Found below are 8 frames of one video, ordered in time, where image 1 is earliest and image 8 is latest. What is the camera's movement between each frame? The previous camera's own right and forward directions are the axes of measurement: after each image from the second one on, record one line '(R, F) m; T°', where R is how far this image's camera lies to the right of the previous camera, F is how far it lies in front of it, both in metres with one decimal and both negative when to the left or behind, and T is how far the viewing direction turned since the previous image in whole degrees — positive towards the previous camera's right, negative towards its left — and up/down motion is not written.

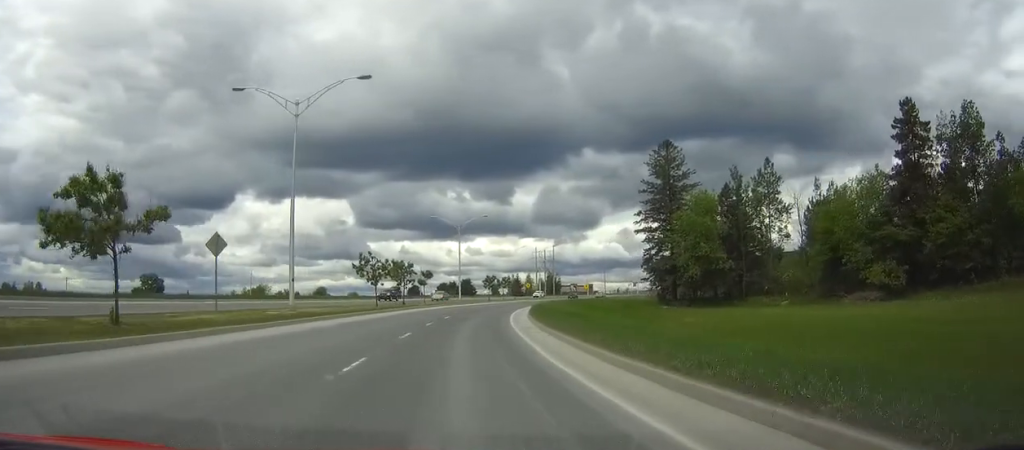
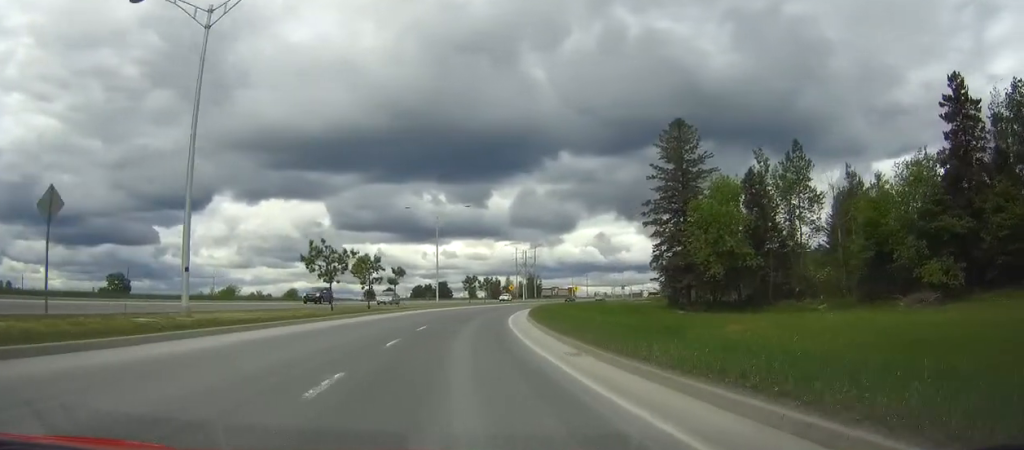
(+0.3, +11.7) m; +2°
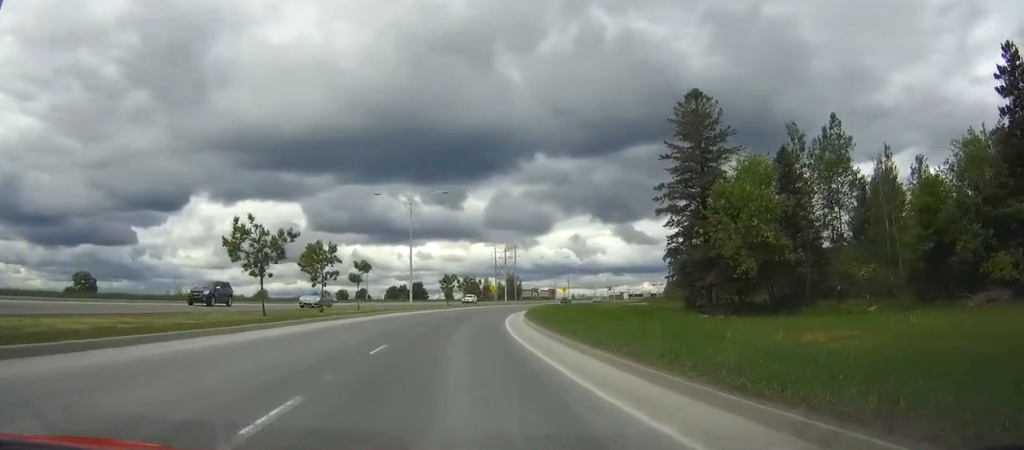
(+0.2, +11.1) m; +2°
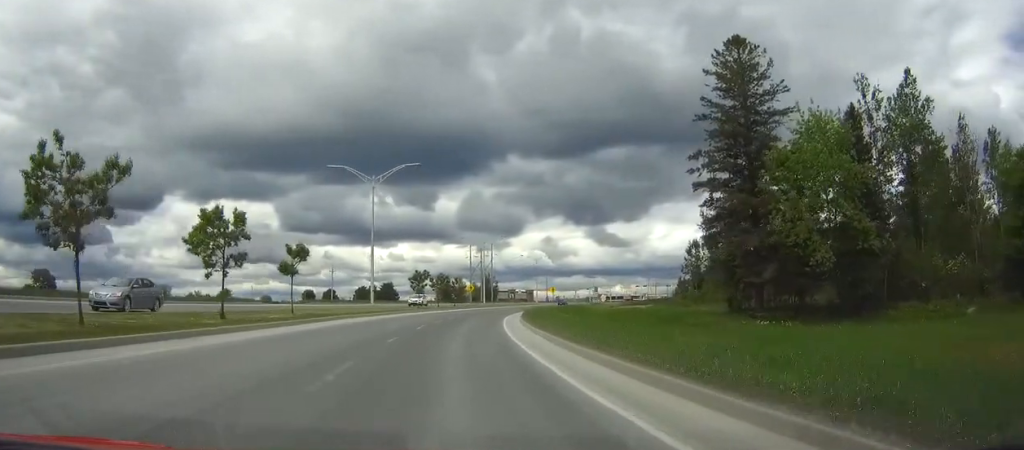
(+0.2, +14.3) m; +2°
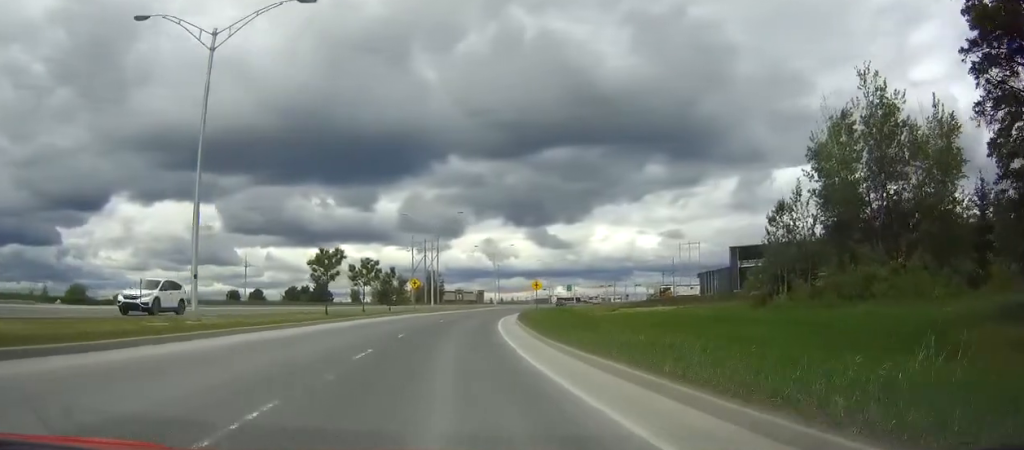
(+1.7, +30.9) m; +6°
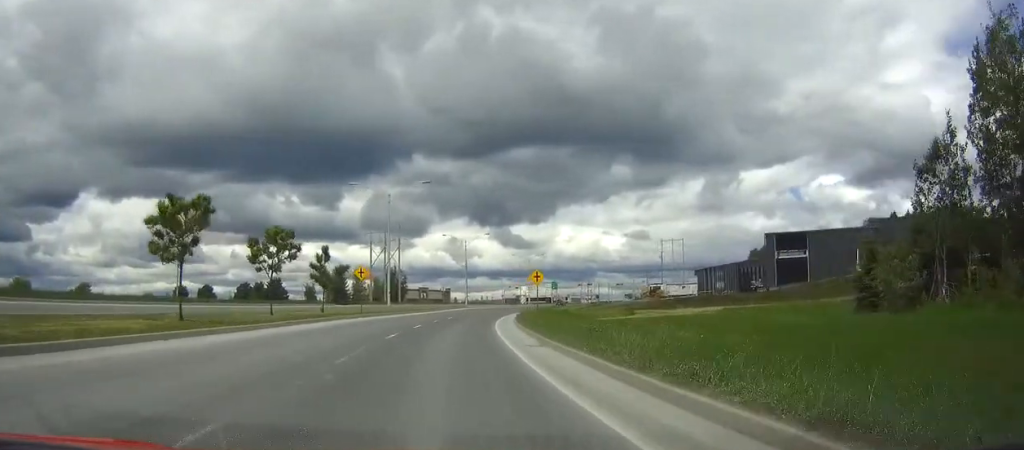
(+0.5, +20.0) m; +3°
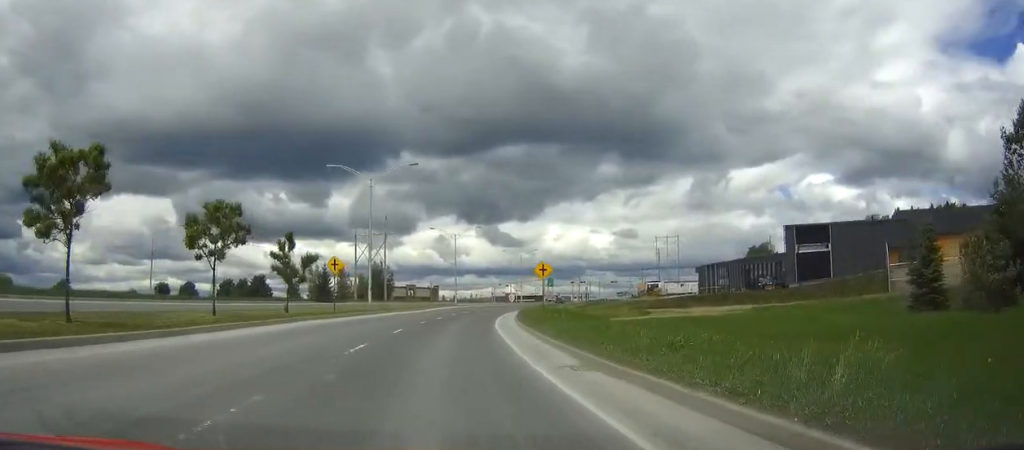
(+0.1, +7.0) m; +1°
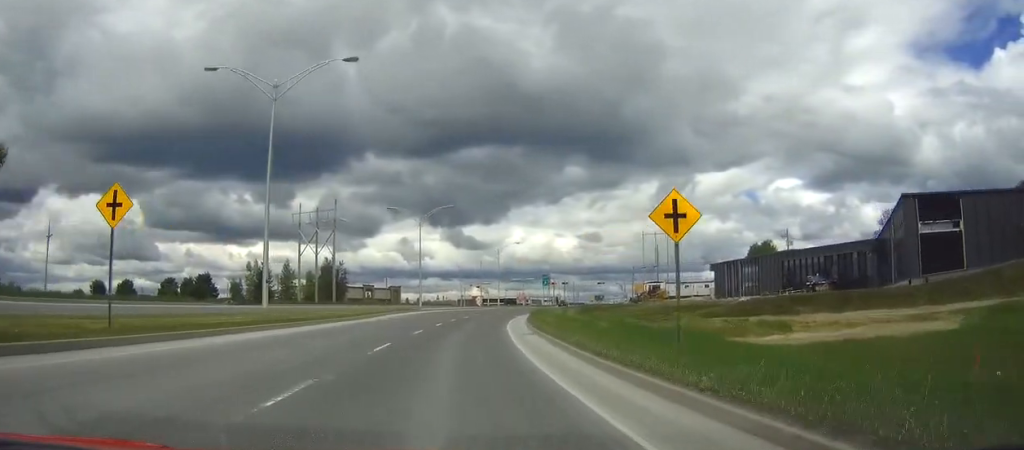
(+0.6, +24.8) m; +3°
